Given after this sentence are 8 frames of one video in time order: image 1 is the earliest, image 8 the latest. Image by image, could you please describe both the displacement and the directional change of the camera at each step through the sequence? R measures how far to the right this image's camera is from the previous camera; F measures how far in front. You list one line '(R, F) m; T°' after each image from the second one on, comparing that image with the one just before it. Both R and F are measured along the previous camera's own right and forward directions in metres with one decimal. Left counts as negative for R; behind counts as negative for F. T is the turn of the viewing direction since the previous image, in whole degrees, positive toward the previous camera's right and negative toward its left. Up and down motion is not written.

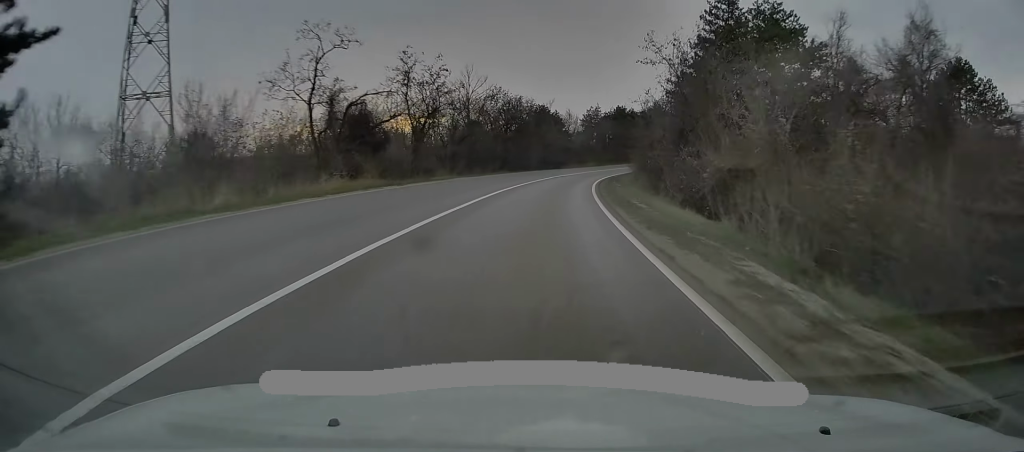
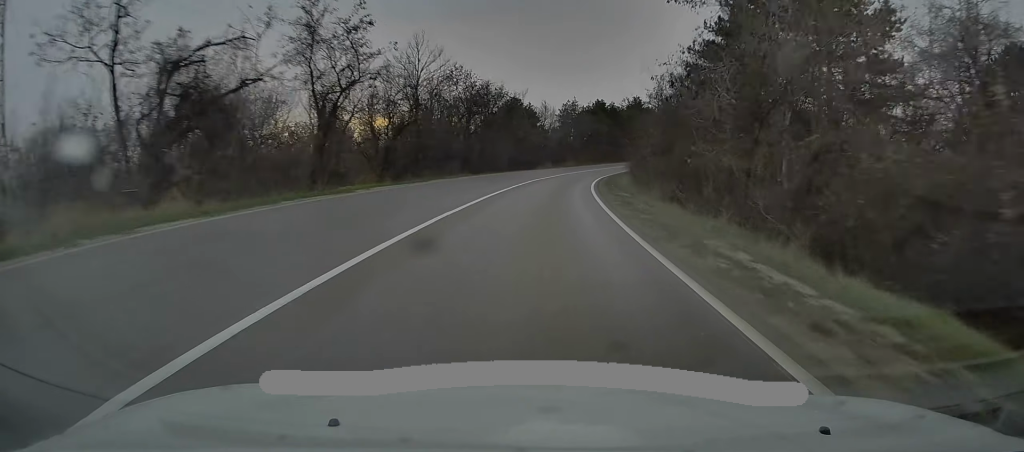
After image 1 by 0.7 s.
(+0.4, +15.0) m; +3°
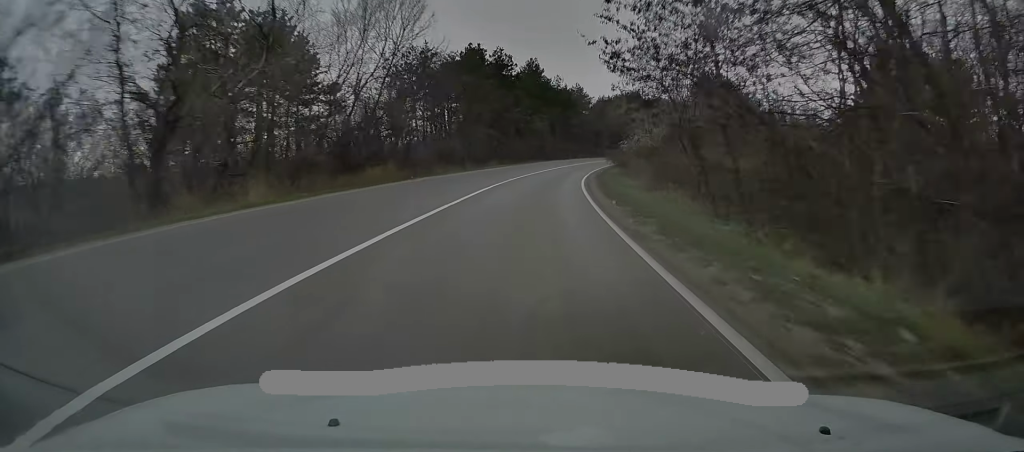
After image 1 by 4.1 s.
(+7.7, +73.9) m; +11°
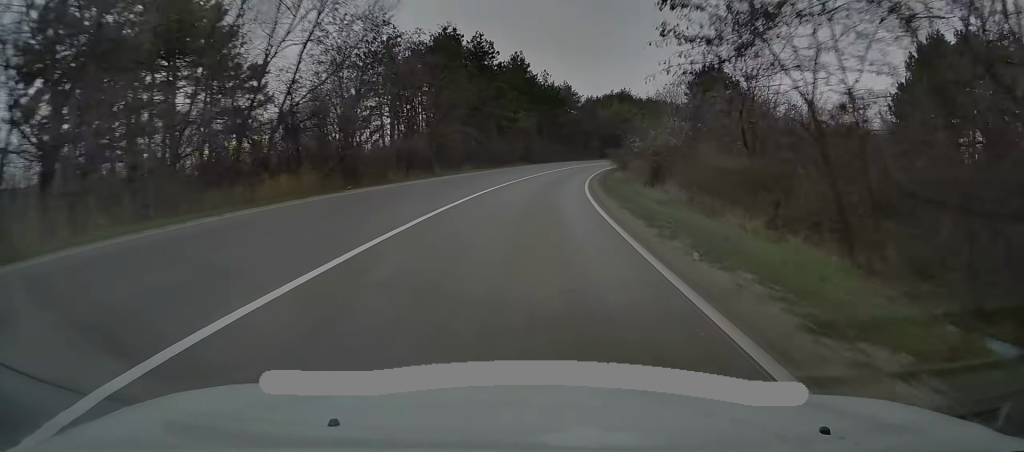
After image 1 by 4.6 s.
(+0.2, +10.9) m; +1°
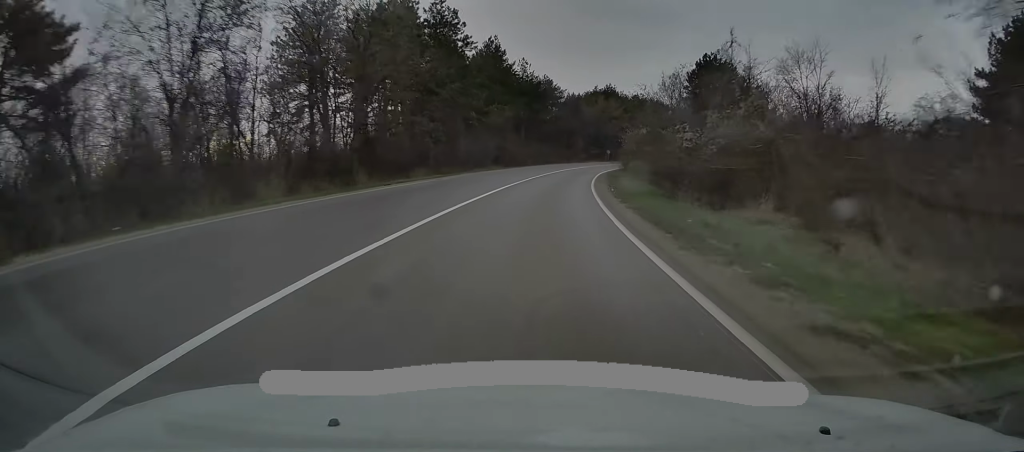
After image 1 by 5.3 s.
(+0.2, +15.3) m; +2°
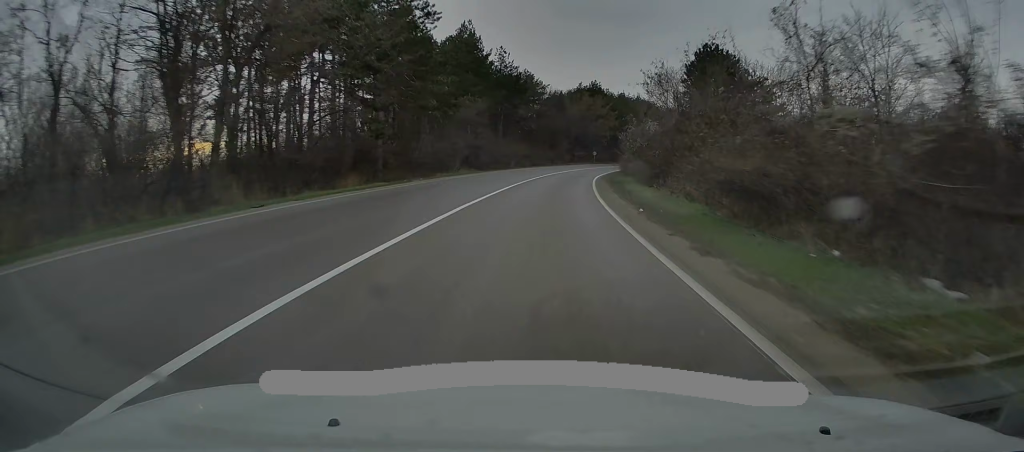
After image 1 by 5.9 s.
(+0.2, +11.7) m; +2°
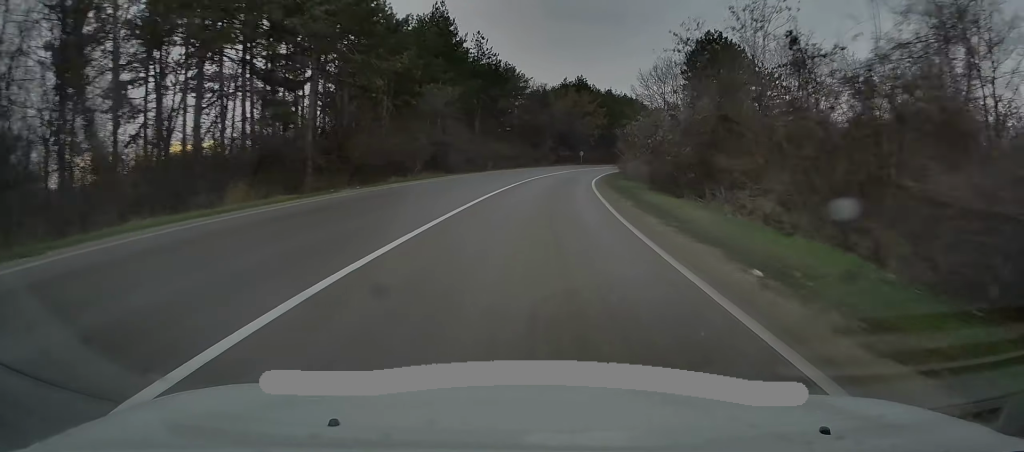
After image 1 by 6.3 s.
(0.0, +10.3) m; +2°
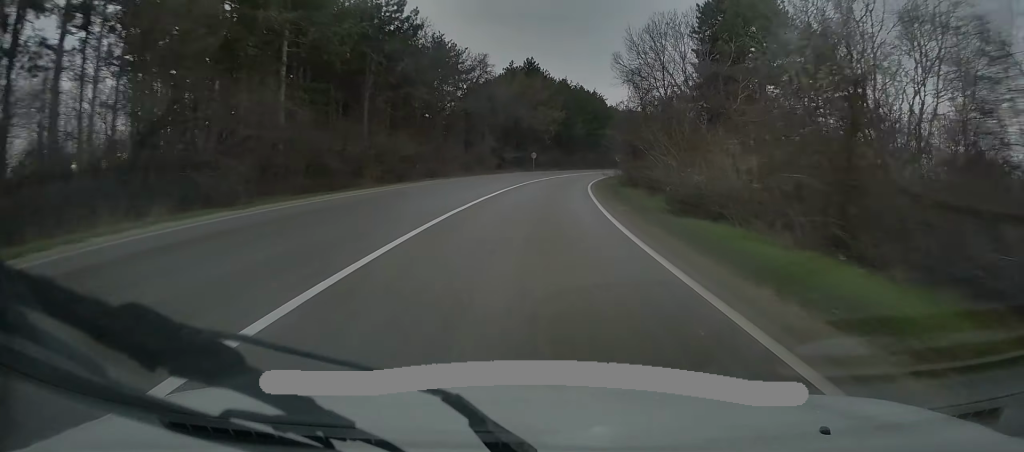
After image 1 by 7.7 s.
(+1.1, +29.5) m; +4°
